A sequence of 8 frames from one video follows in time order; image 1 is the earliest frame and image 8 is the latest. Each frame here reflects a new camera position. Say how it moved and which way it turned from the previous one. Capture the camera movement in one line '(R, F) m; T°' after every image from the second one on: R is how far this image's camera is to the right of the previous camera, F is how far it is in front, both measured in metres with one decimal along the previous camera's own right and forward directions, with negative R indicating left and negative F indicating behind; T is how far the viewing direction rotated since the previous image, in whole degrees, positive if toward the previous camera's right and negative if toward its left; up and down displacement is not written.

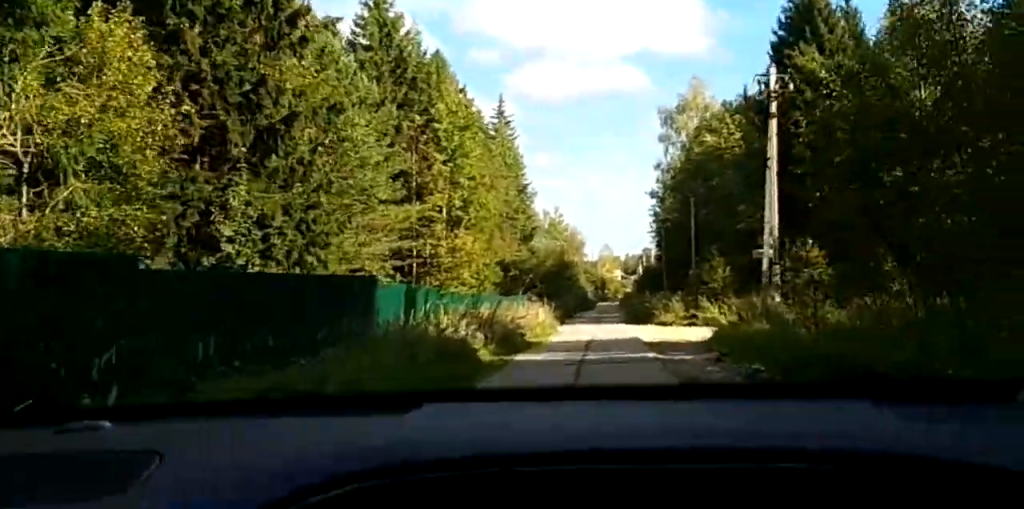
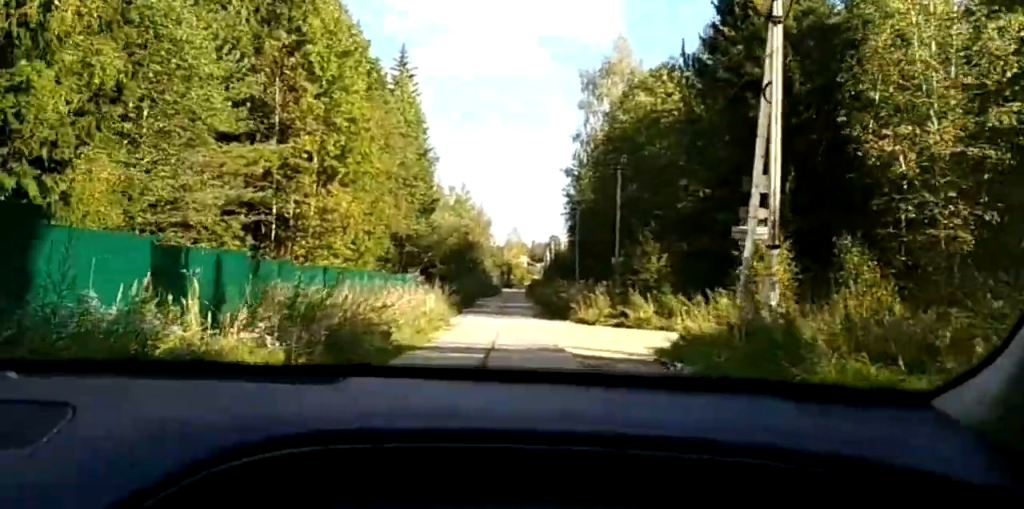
(0.0, +10.6) m; -2°
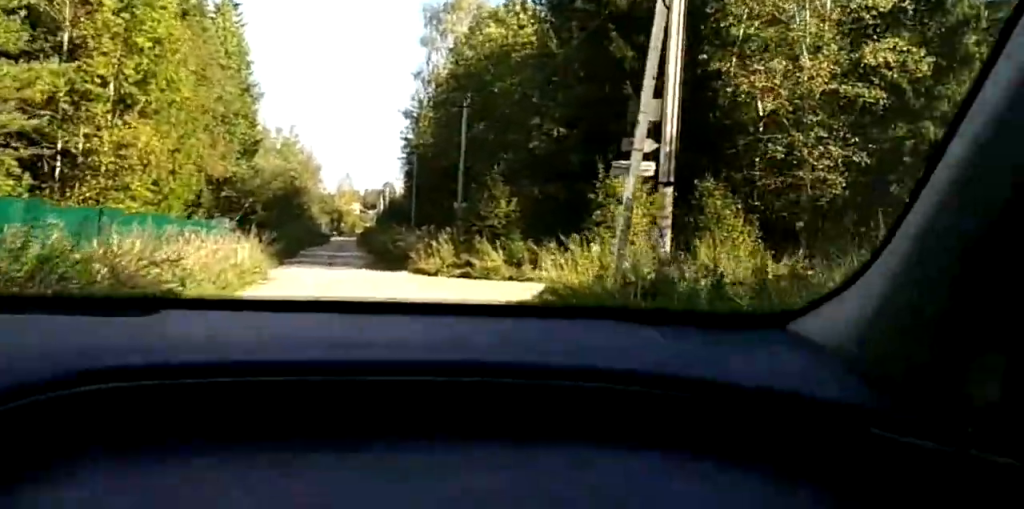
(0.0, +4.1) m; -1°
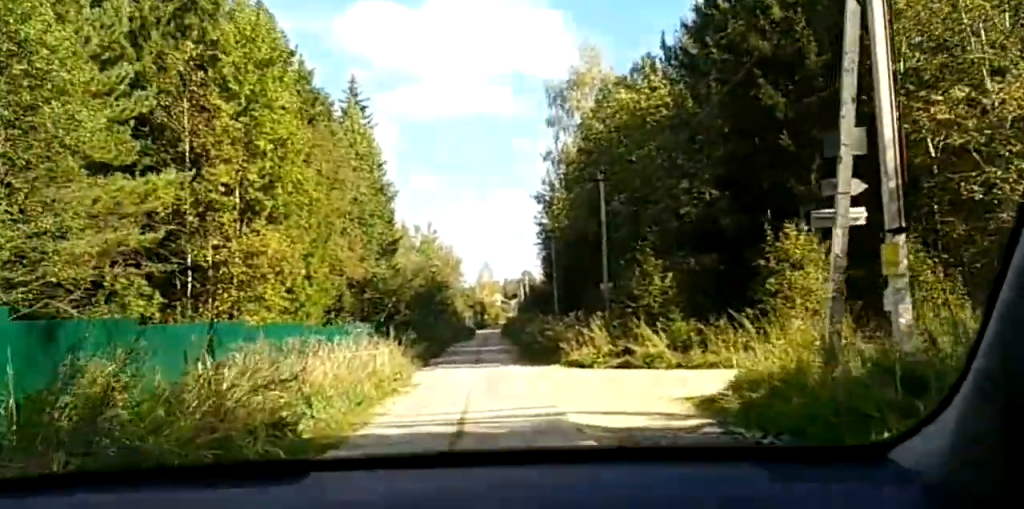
(-0.2, +3.4) m; 0°
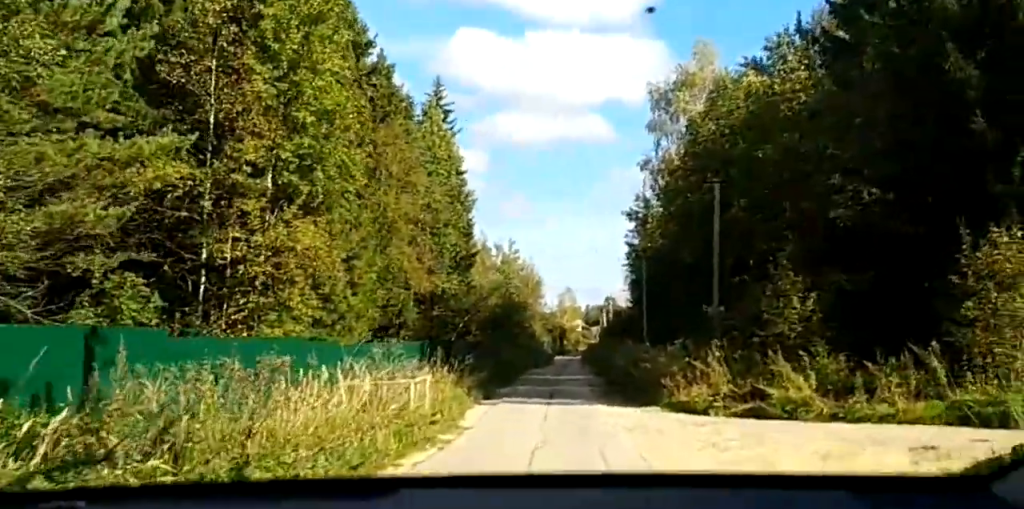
(0.0, +7.9) m; +1°
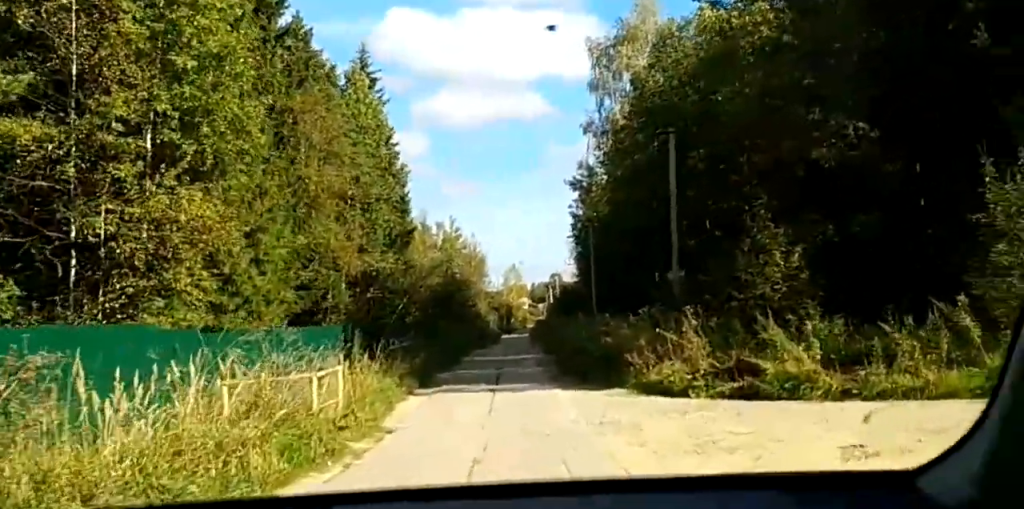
(+0.1, +4.4) m; +2°
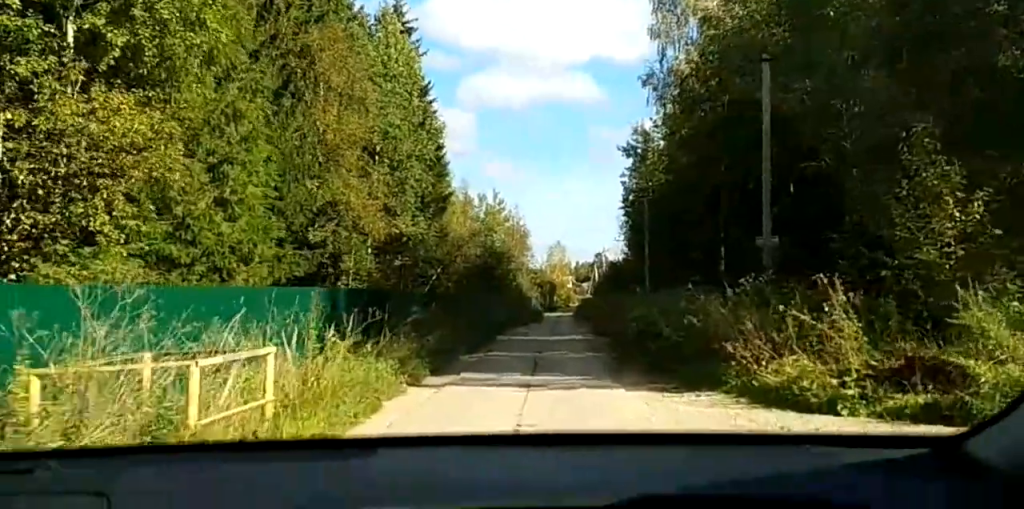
(0.0, +6.7) m; 0°
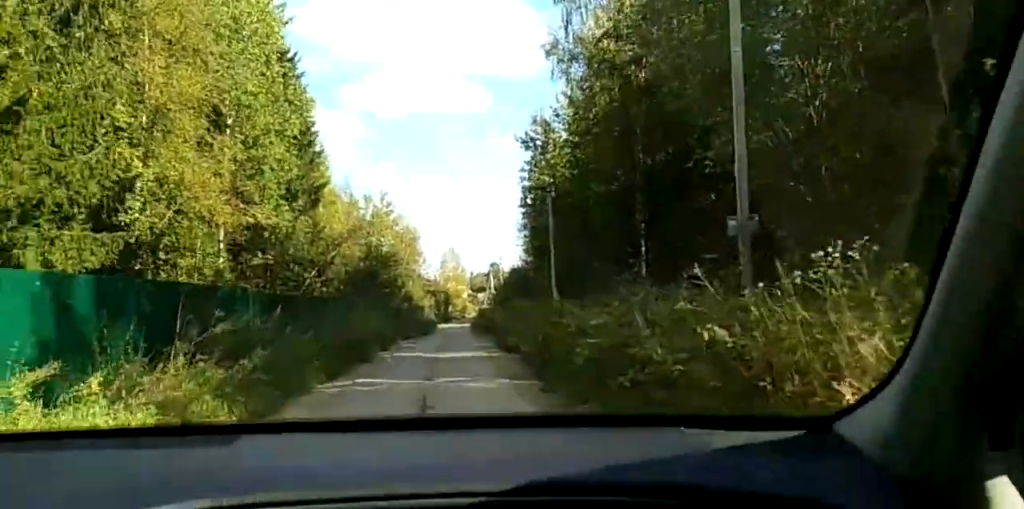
(0.0, +8.0) m; 0°
